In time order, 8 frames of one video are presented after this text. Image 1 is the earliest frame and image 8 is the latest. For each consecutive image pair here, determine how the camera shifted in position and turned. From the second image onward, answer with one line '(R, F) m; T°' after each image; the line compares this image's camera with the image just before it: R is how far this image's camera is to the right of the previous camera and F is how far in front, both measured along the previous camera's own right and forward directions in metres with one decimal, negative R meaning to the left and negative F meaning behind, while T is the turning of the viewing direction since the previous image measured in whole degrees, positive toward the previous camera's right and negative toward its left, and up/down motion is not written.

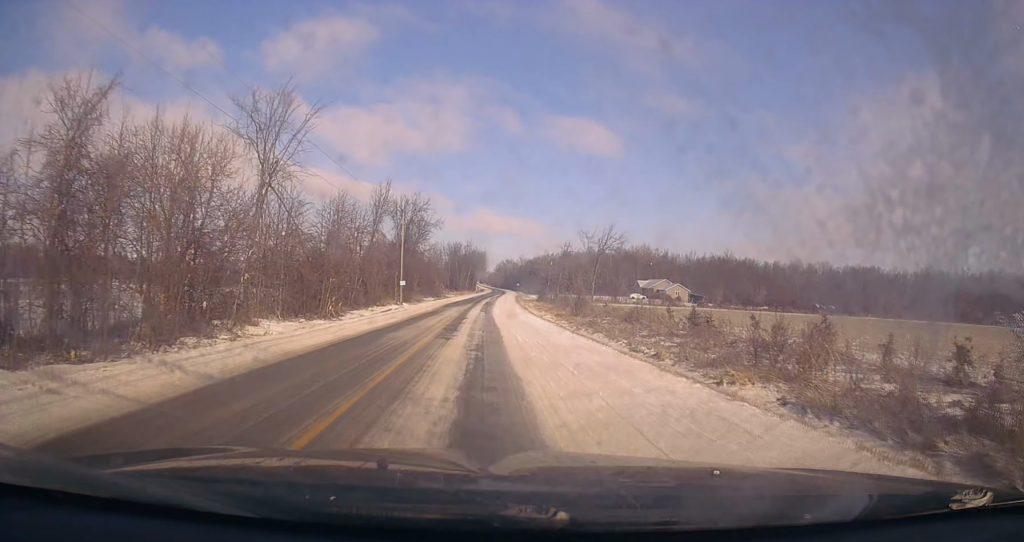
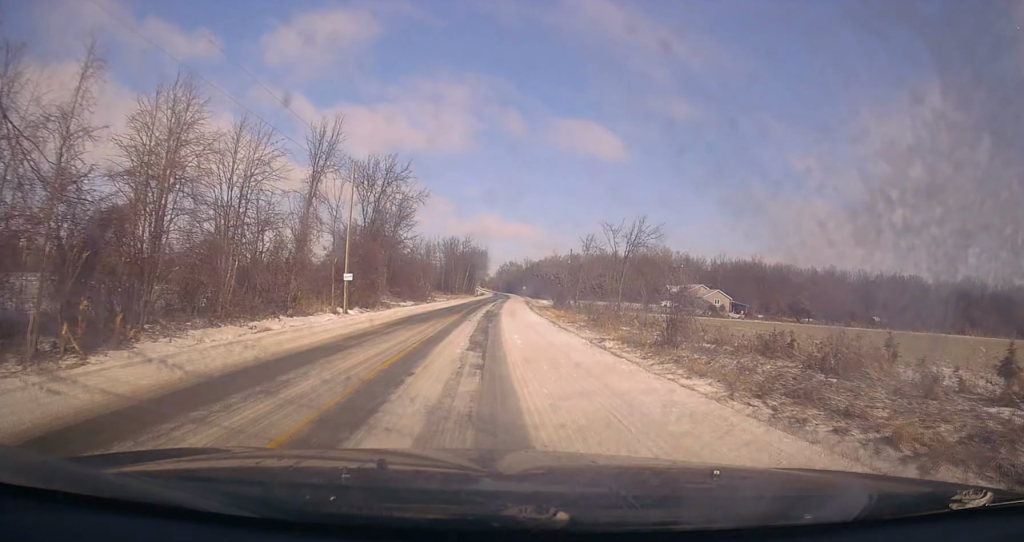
(-0.2, +27.4) m; -1°
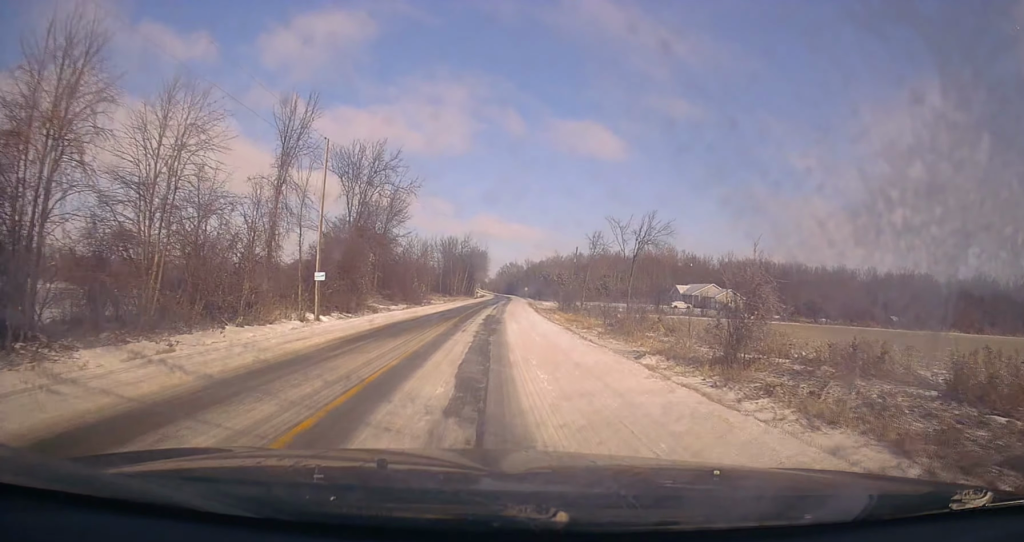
(0.0, +7.5) m; 0°
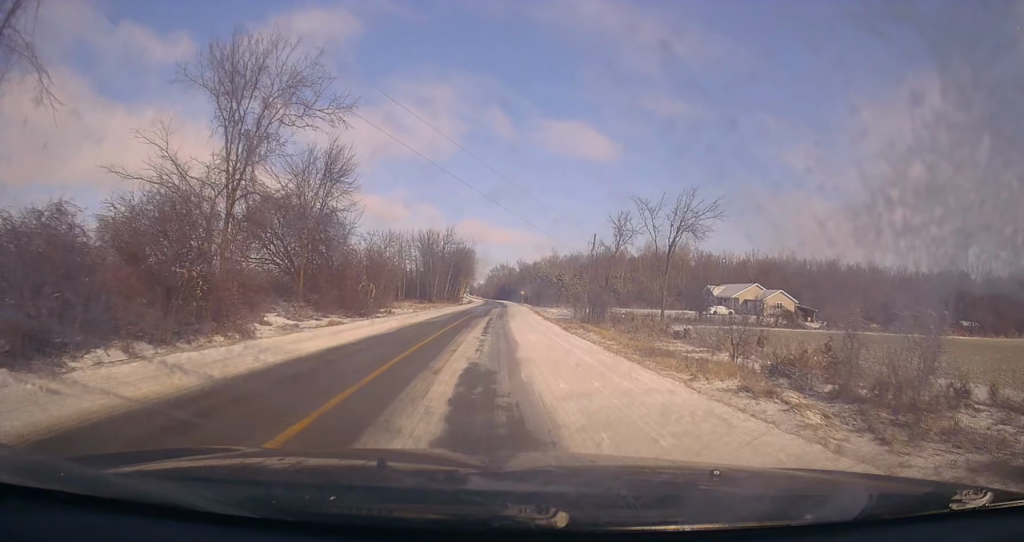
(0.0, +26.5) m; 0°
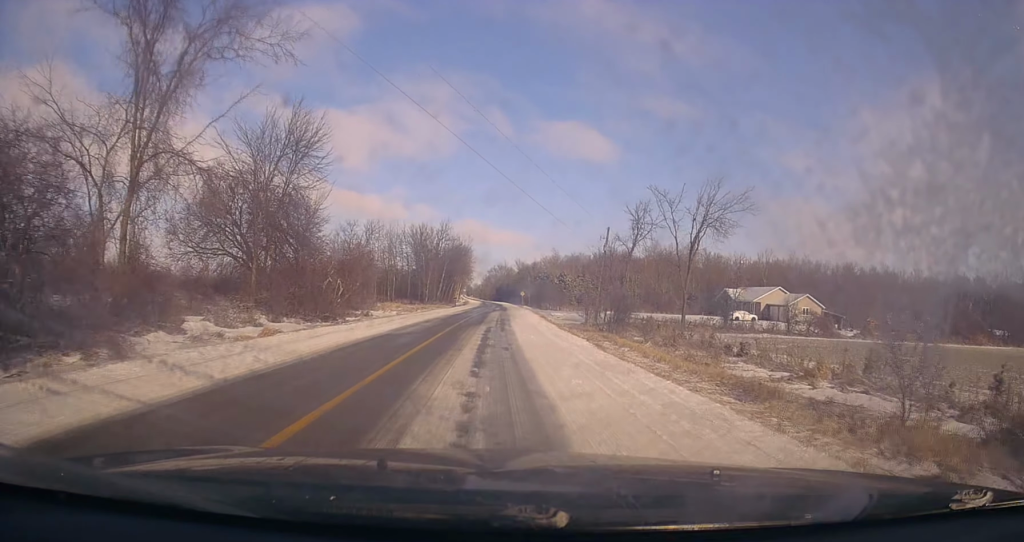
(0.0, +10.0) m; 0°
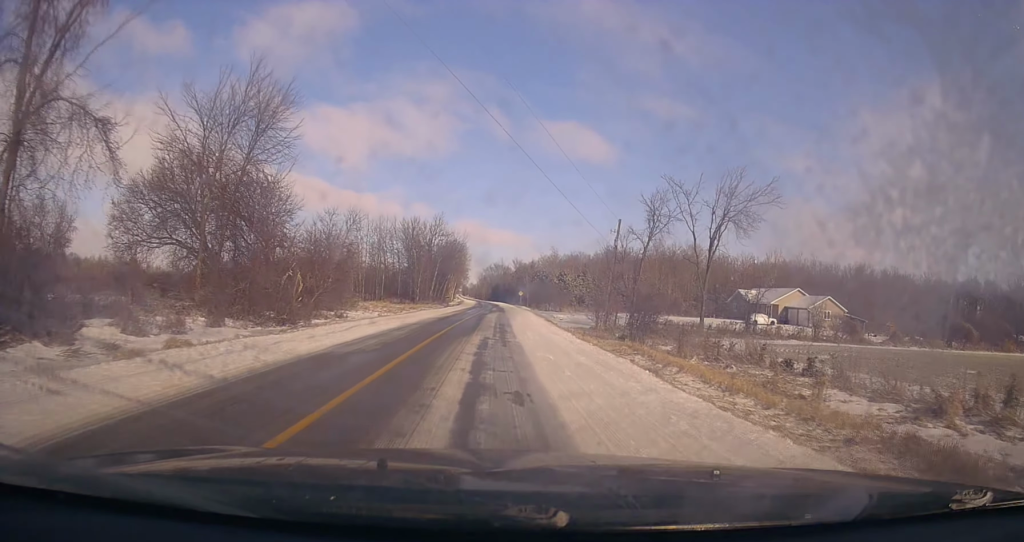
(+0.1, +7.8) m; 0°
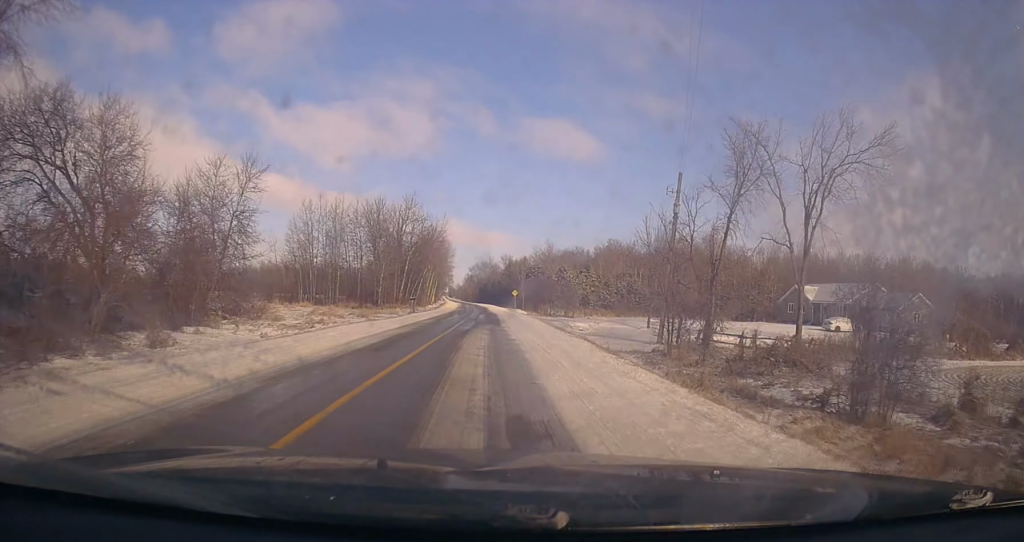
(-0.3, +22.7) m; +1°
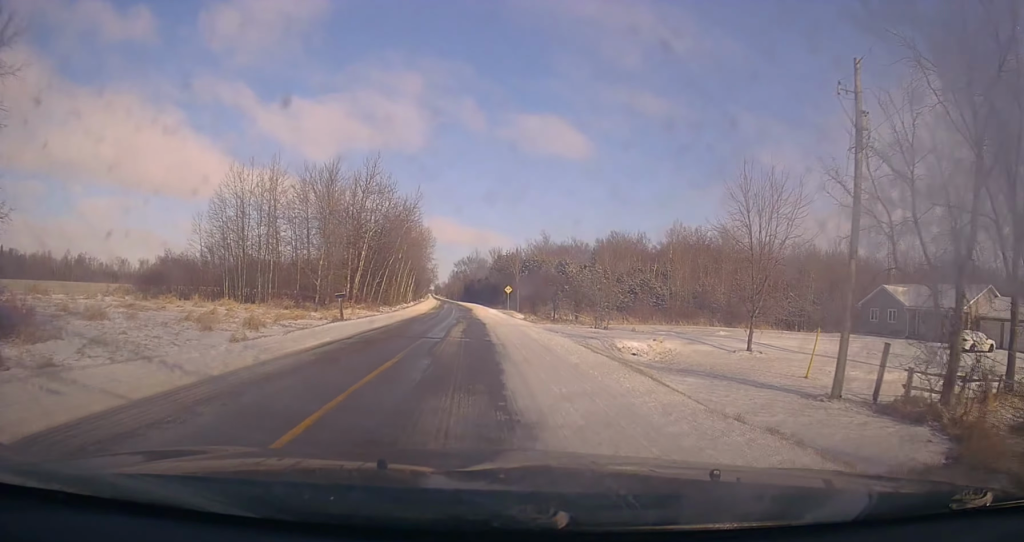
(+0.7, +21.3) m; +2°
